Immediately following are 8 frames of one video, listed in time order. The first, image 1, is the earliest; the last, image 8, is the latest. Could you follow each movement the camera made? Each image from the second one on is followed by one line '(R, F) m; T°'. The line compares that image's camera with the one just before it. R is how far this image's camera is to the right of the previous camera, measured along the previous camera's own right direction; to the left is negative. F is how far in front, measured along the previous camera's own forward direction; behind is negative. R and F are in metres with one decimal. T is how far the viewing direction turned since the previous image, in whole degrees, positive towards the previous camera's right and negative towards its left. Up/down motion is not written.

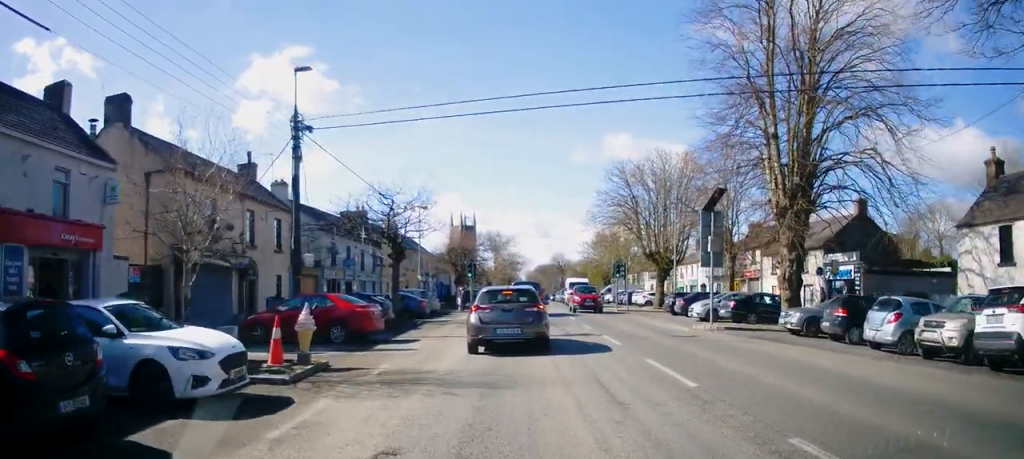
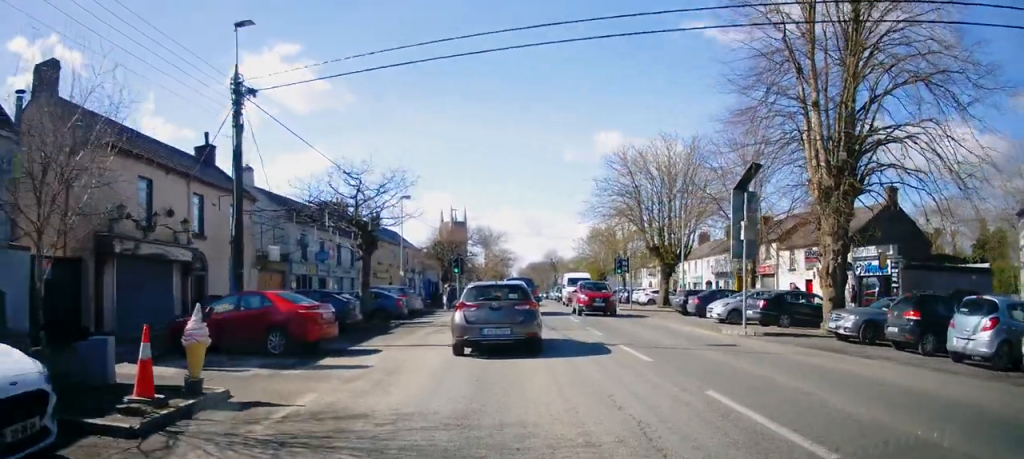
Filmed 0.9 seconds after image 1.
(0.0, +3.8) m; 0°
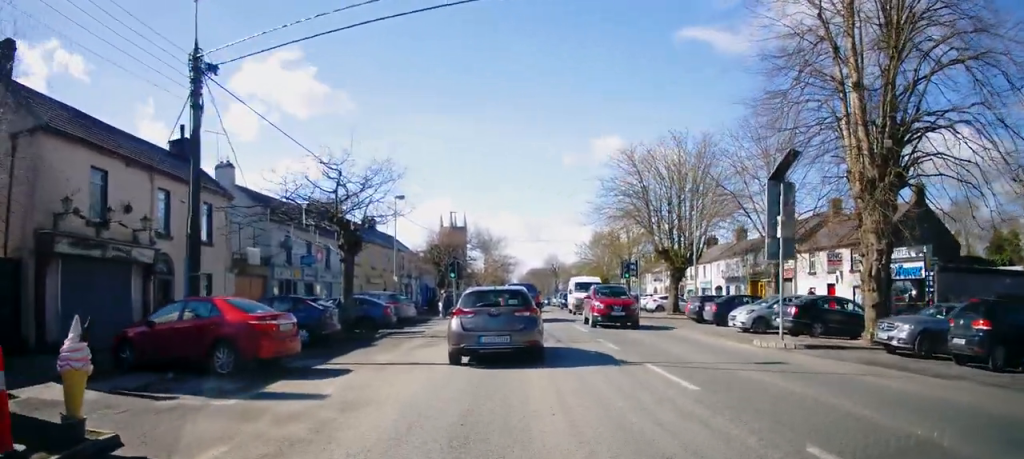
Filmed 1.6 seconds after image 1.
(0.0, +2.5) m; -2°
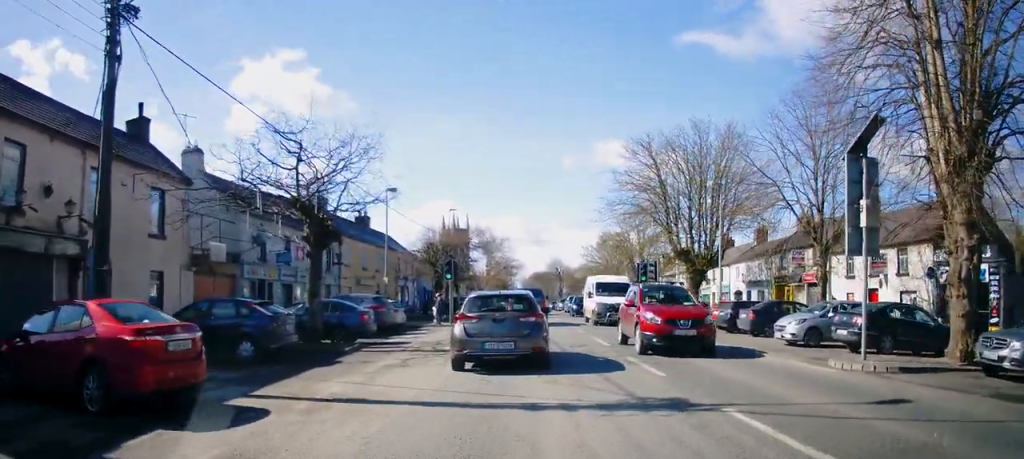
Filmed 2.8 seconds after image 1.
(-0.1, +3.7) m; +2°
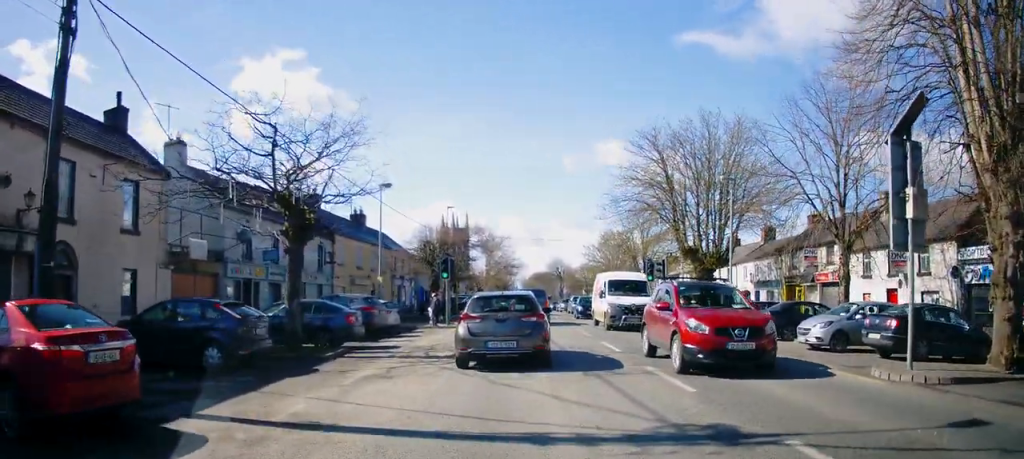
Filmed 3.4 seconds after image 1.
(+0.1, +1.7) m; +3°
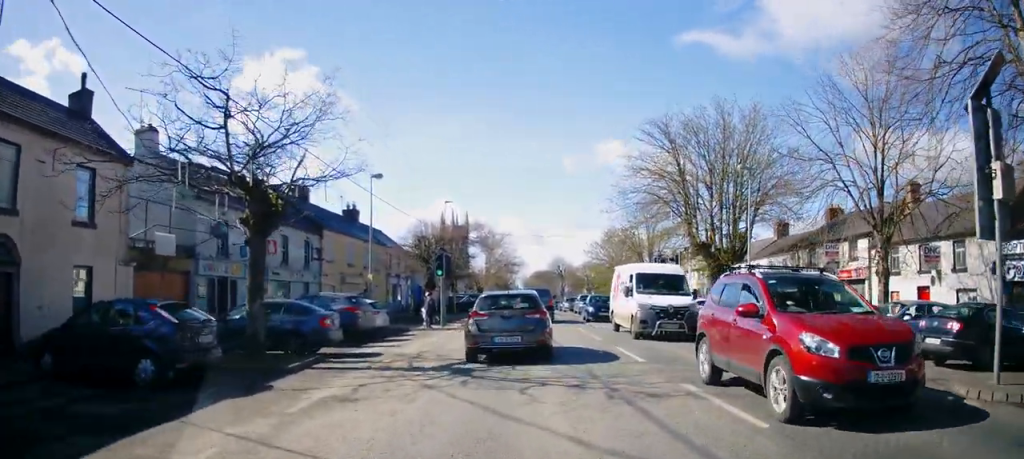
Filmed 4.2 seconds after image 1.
(0.0, +2.6) m; 0°
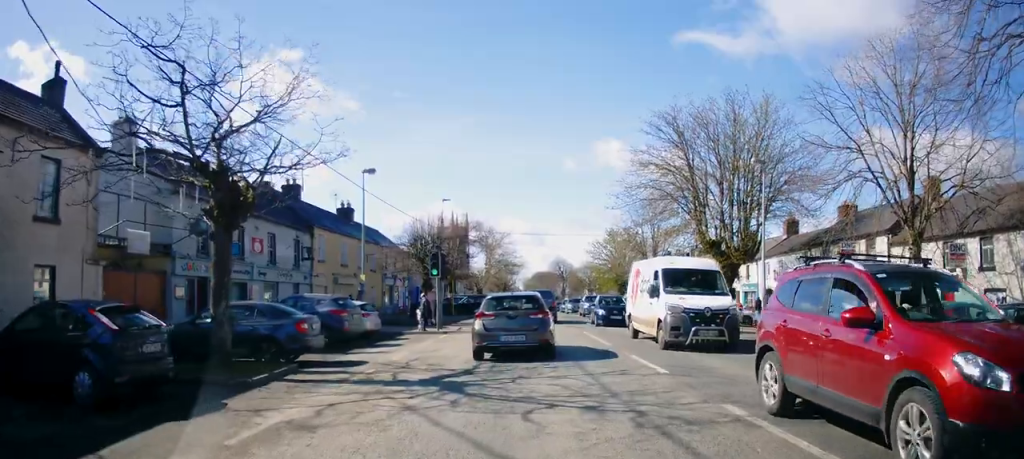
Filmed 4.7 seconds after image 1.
(0.0, +1.8) m; -1°
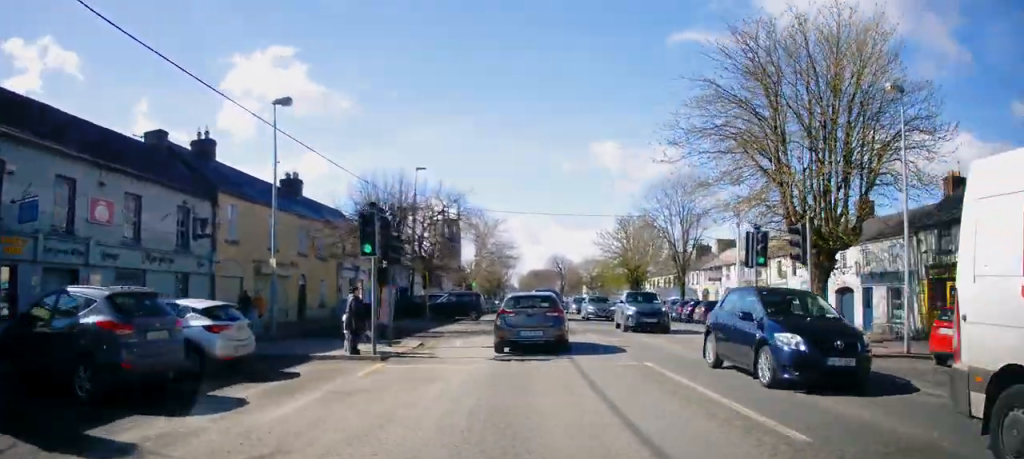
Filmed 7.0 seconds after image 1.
(-0.5, +11.4) m; -1°
